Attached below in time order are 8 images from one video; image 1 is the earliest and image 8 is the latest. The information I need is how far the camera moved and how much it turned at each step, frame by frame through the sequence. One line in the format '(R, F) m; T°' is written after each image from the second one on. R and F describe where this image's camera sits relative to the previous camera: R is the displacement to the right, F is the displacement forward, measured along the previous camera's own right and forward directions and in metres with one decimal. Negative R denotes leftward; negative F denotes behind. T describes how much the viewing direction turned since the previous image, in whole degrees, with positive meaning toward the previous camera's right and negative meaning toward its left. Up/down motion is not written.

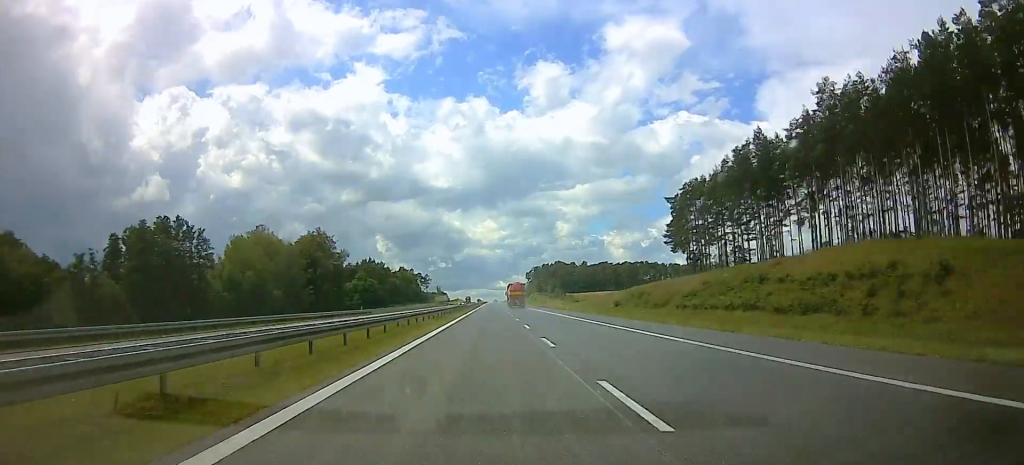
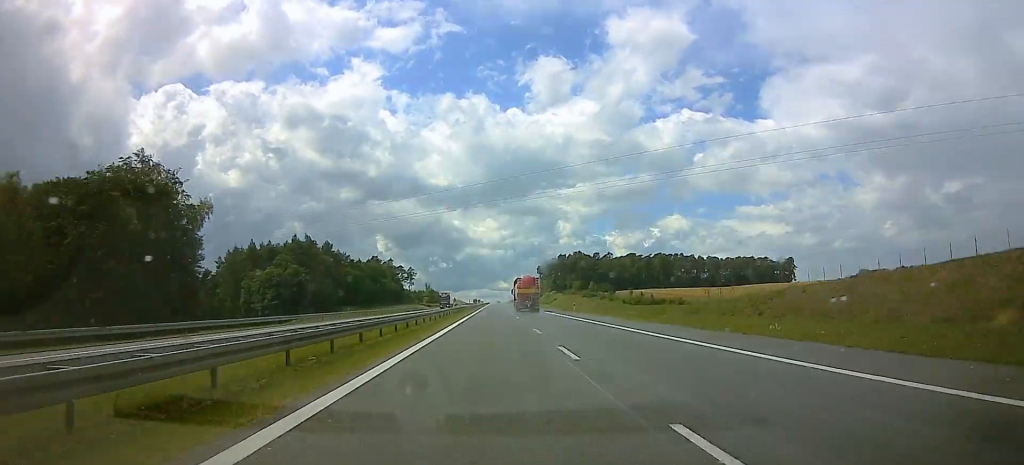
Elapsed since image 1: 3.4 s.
(-1.1, +110.9) m; 0°
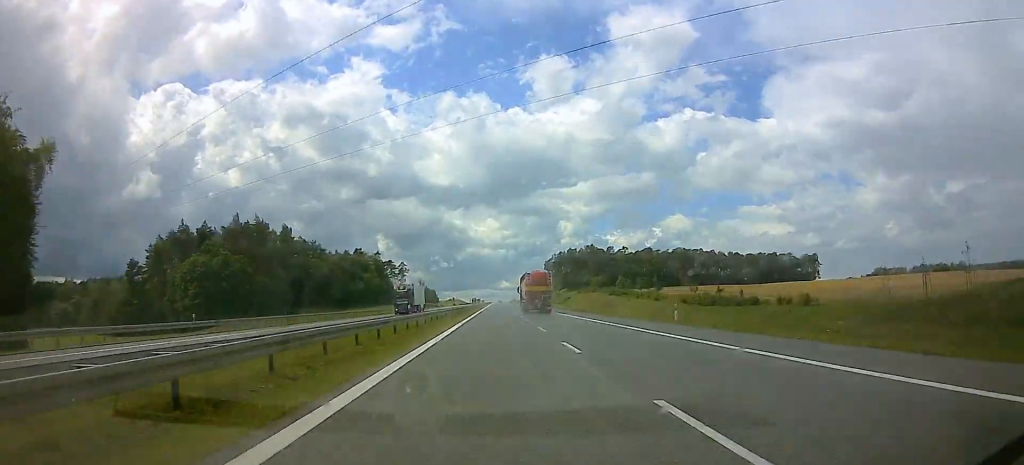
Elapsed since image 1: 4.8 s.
(+0.4, +45.4) m; 0°
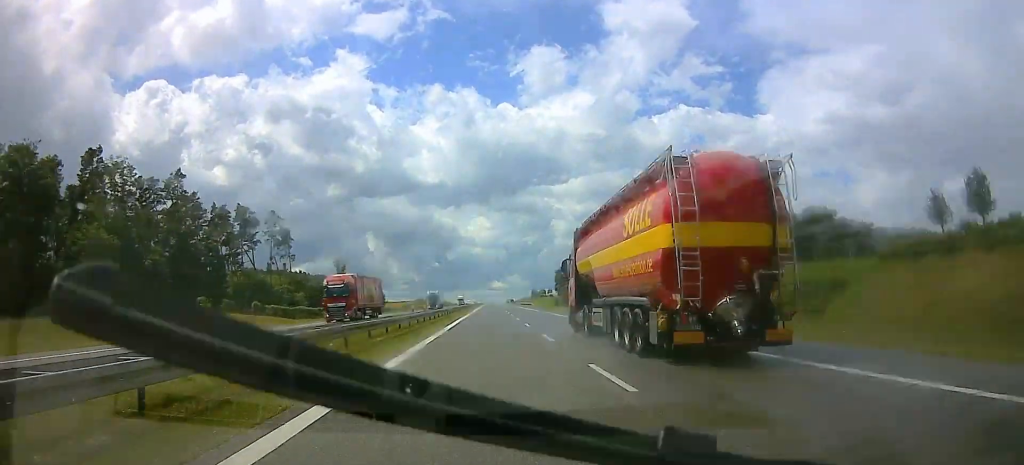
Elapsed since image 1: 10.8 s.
(-5.7, +192.2) m; -7°
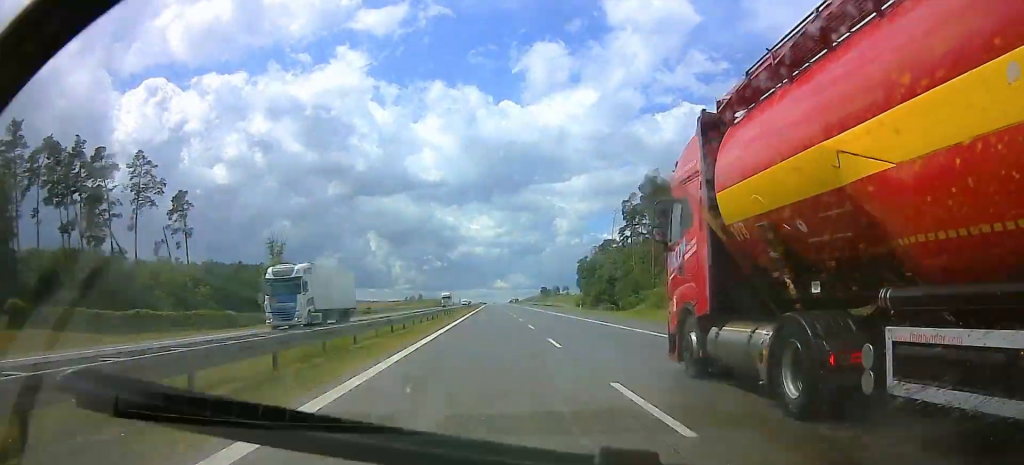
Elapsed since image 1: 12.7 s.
(-10.5, +59.0) m; +5°
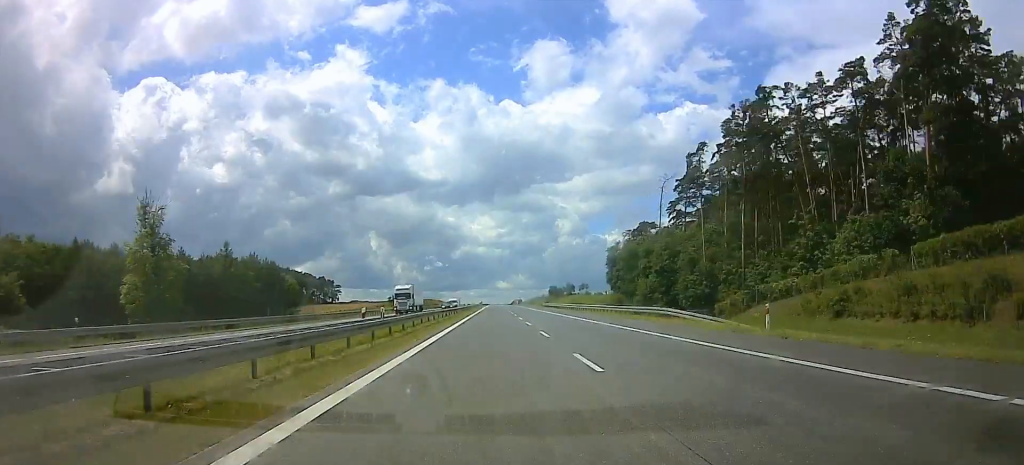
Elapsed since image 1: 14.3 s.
(+7.0, +51.4) m; +4°
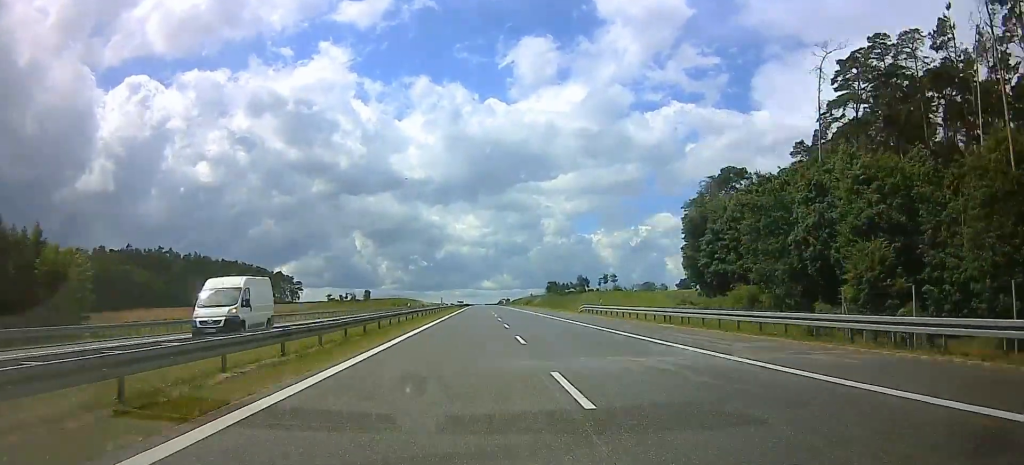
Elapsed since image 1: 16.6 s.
(+12.4, +77.3) m; +4°
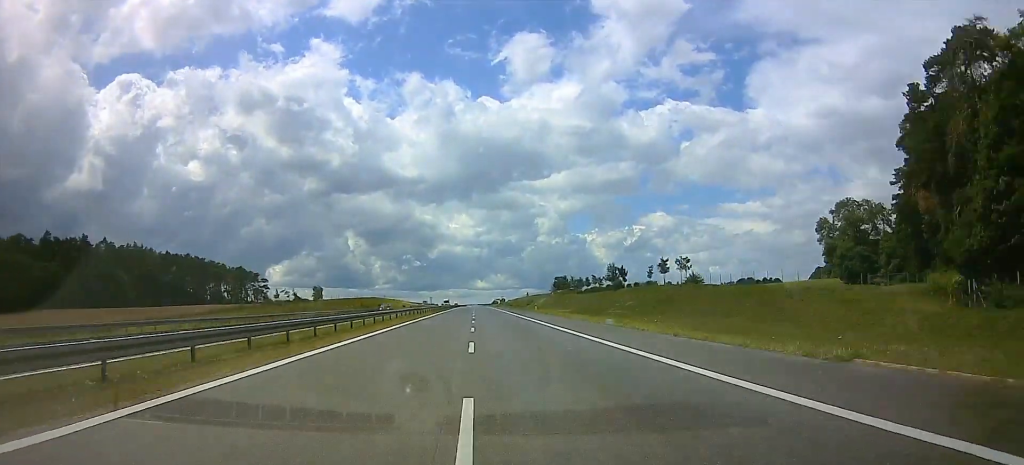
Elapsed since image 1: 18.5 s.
(-5.7, +64.2) m; -4°
